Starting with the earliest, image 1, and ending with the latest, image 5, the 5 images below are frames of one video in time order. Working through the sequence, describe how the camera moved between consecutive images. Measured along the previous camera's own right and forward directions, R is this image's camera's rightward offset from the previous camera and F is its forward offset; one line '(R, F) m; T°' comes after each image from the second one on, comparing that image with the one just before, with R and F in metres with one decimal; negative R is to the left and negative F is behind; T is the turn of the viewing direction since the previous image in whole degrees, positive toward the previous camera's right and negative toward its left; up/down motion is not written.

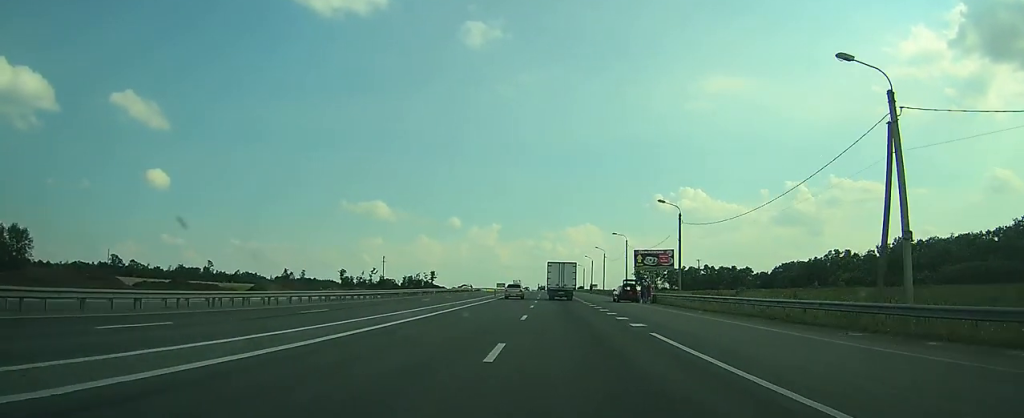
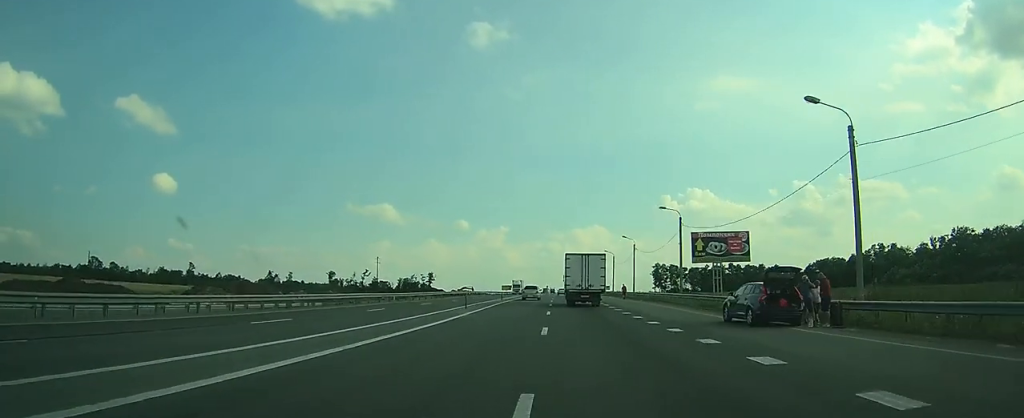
(-0.2, +30.3) m; -1°
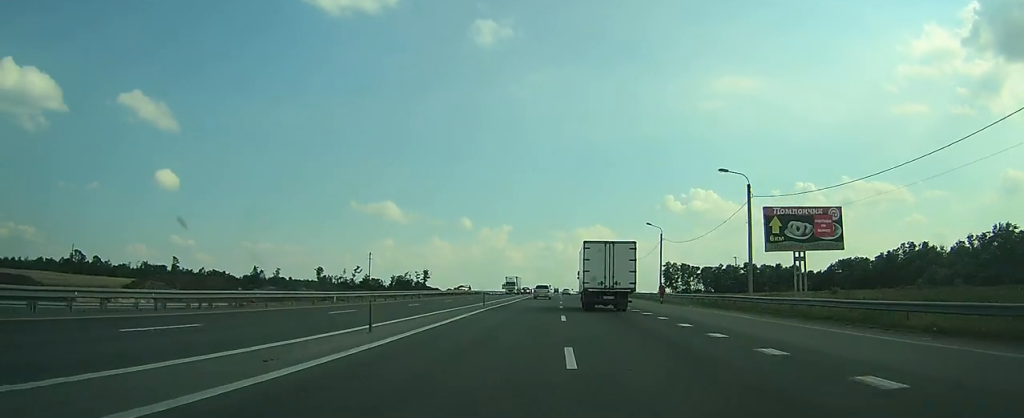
(-0.1, +19.3) m; 0°
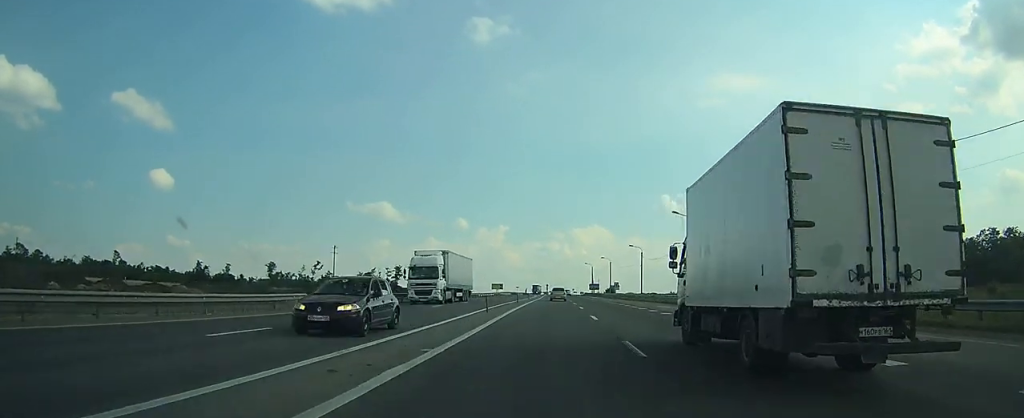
(-0.2, +47.1) m; -1°
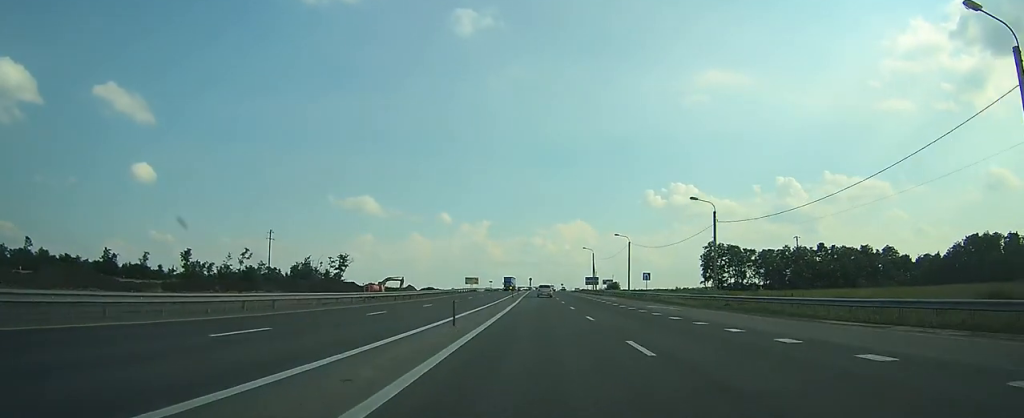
(+0.2, +47.8) m; +1°
